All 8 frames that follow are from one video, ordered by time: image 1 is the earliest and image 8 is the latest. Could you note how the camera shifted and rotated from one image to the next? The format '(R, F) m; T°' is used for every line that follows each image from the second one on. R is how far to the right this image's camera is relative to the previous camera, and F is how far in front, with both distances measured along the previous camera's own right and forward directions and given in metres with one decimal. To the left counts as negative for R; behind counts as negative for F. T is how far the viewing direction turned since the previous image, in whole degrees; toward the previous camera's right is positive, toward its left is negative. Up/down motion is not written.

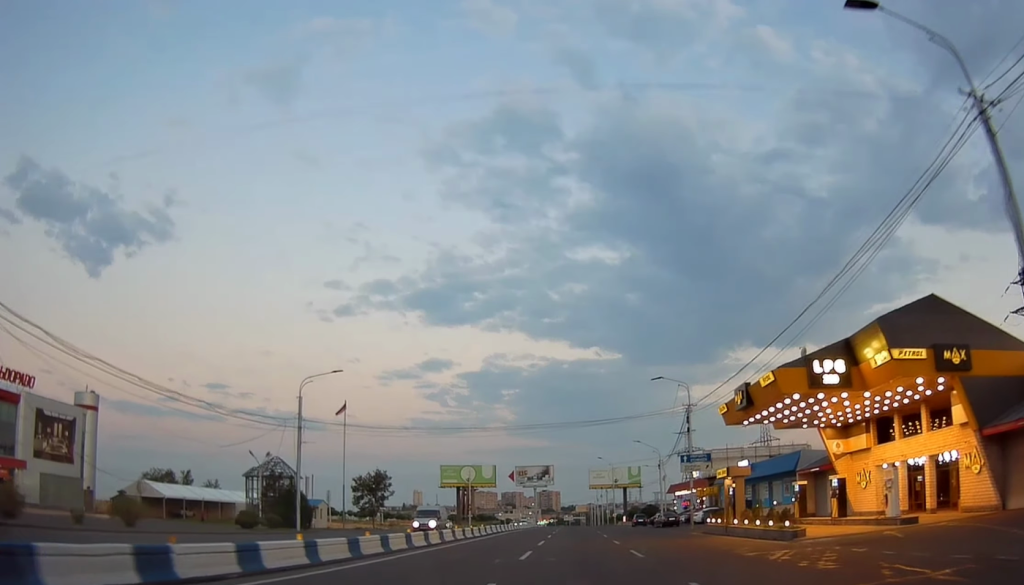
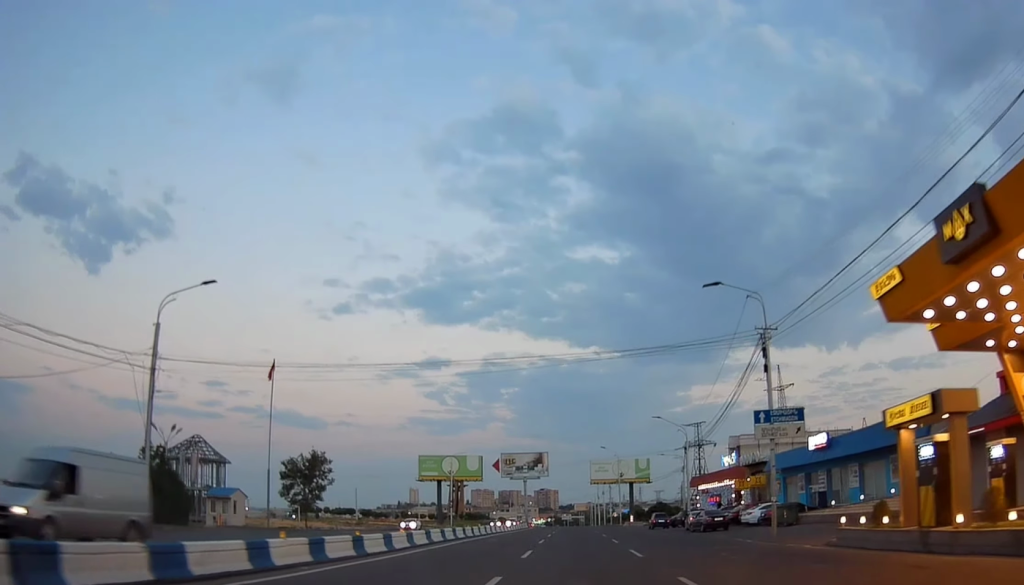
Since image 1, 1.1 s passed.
(-0.4, +20.6) m; 0°
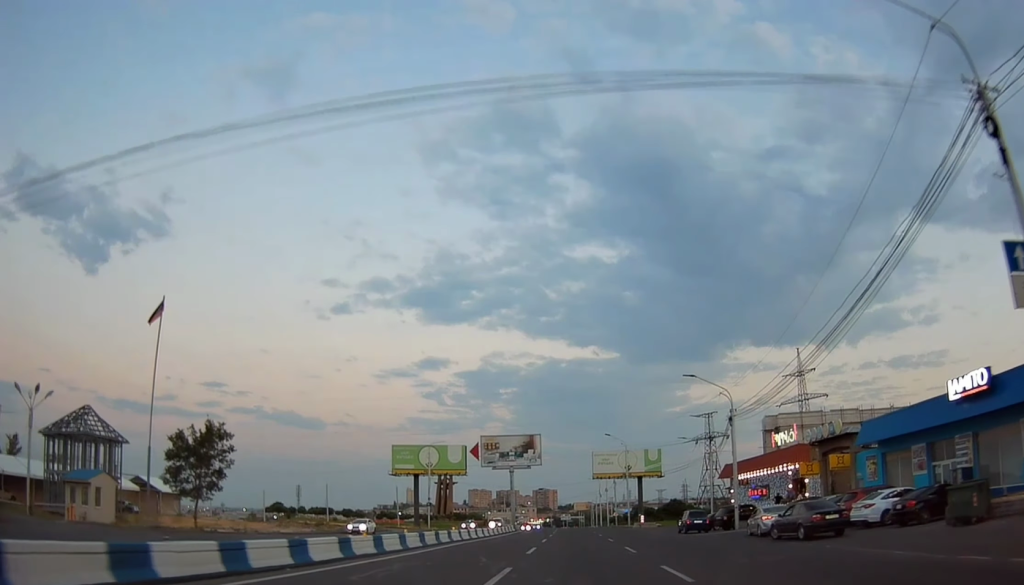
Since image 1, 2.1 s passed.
(+0.3, +19.1) m; 0°
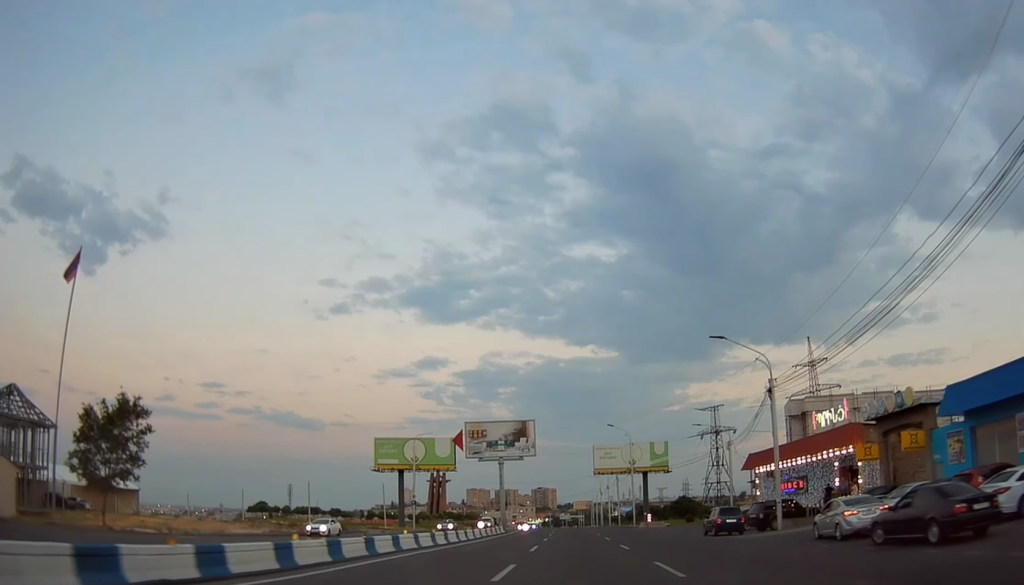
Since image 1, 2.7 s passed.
(0.0, +9.8) m; 0°
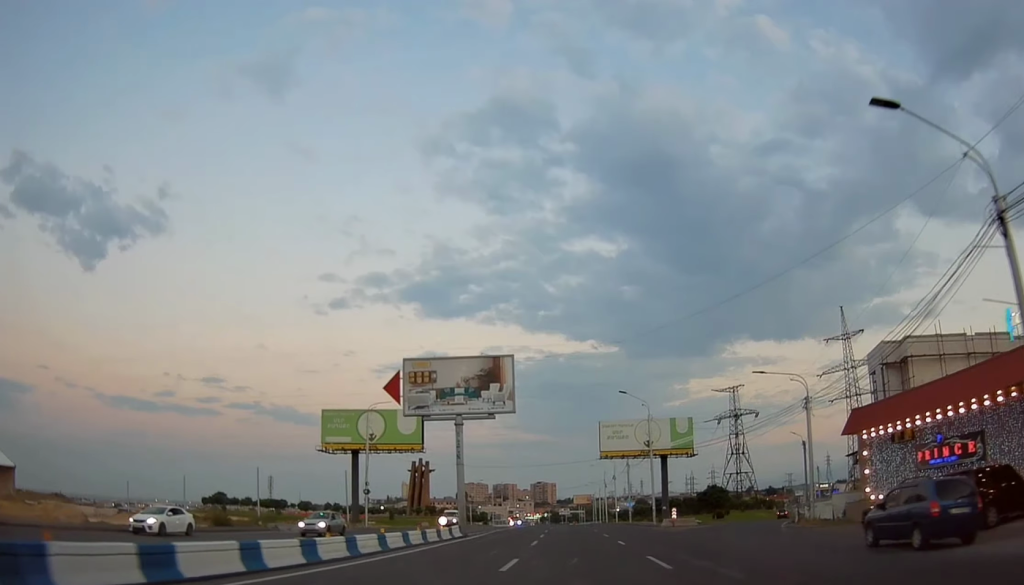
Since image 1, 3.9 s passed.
(-0.2, +22.9) m; 0°
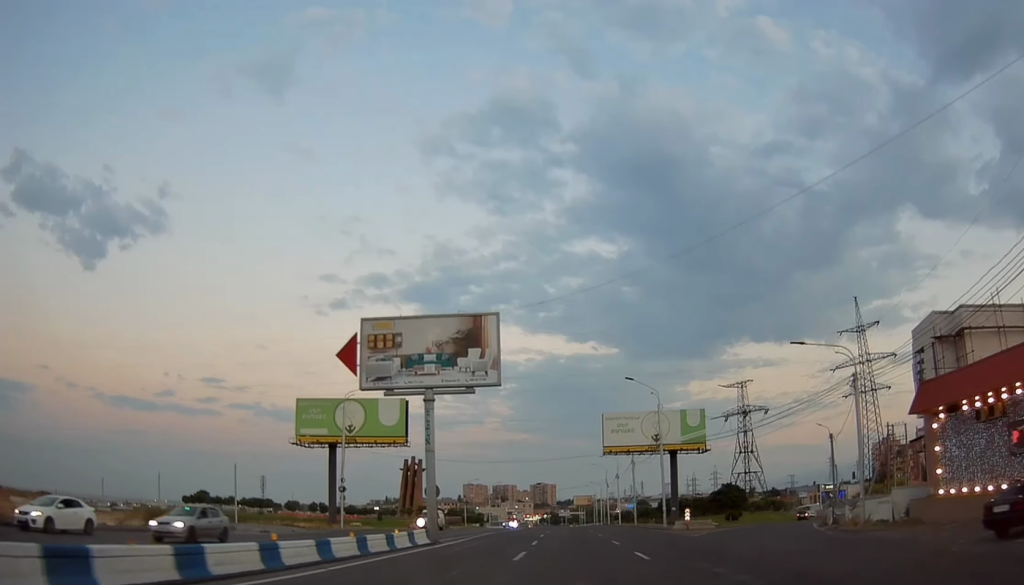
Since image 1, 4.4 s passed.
(+0.3, +8.2) m; 0°
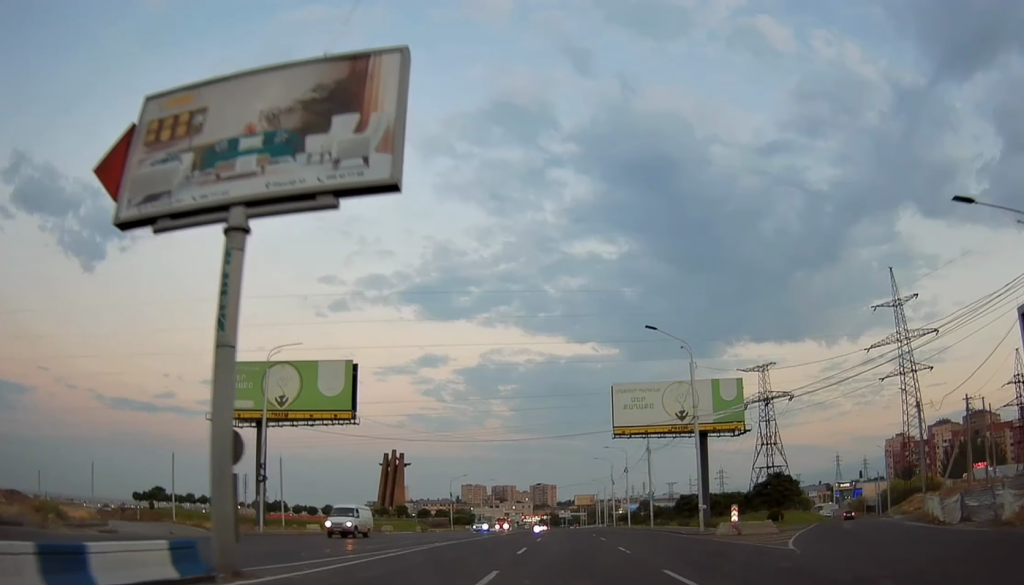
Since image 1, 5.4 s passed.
(-0.5, +18.4) m; 0°
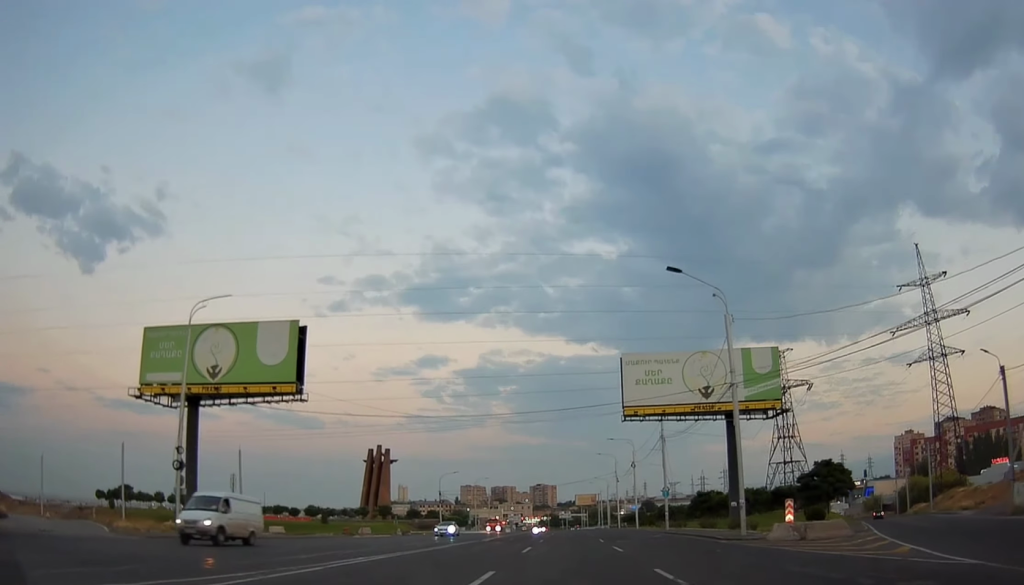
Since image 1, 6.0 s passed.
(+0.3, +11.7) m; 0°
